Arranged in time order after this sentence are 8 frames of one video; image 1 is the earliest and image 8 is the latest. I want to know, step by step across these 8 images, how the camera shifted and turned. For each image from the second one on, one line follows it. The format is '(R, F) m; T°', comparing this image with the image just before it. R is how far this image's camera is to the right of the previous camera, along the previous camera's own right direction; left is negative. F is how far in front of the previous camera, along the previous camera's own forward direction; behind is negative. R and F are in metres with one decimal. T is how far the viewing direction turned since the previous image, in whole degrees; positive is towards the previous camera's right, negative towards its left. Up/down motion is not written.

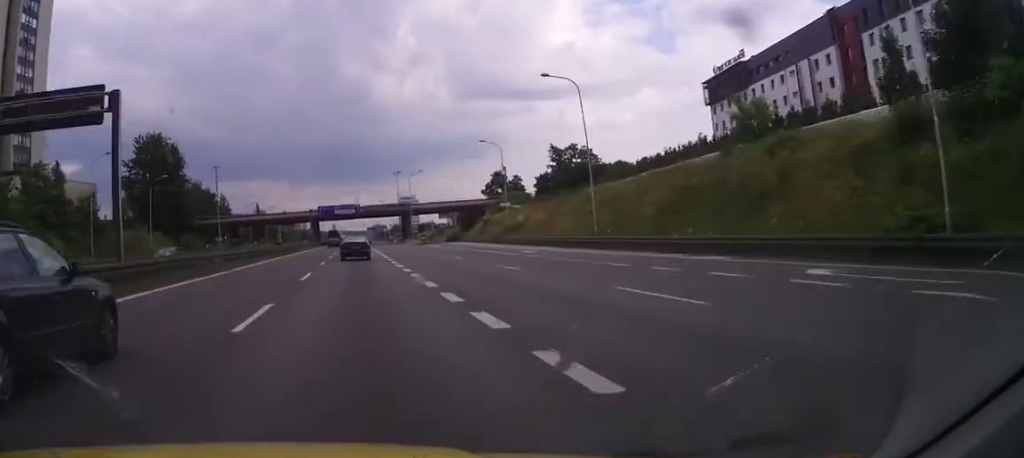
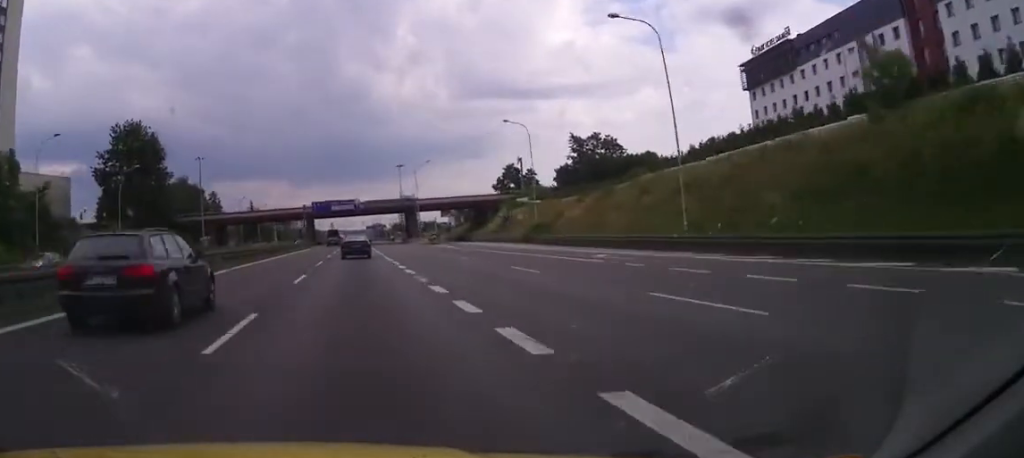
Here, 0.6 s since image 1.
(0.0, +13.1) m; 0°
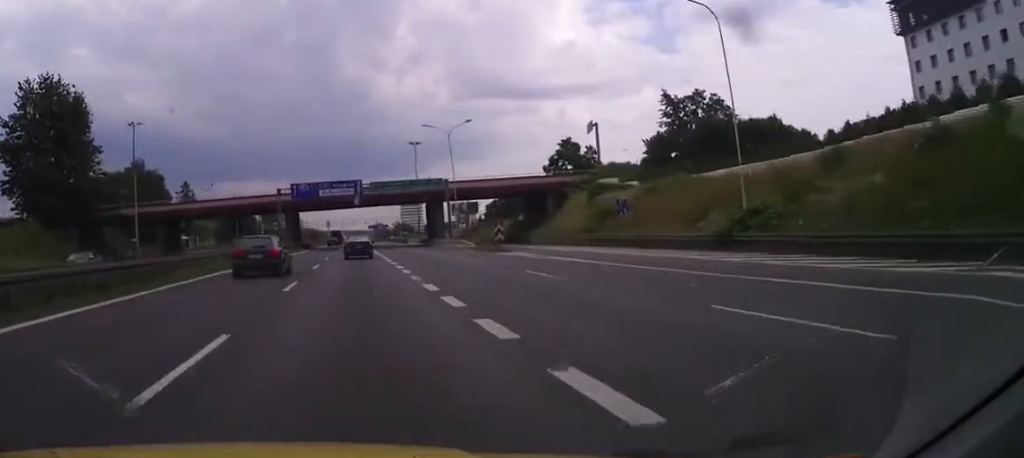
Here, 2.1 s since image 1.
(0.0, +36.0) m; 0°
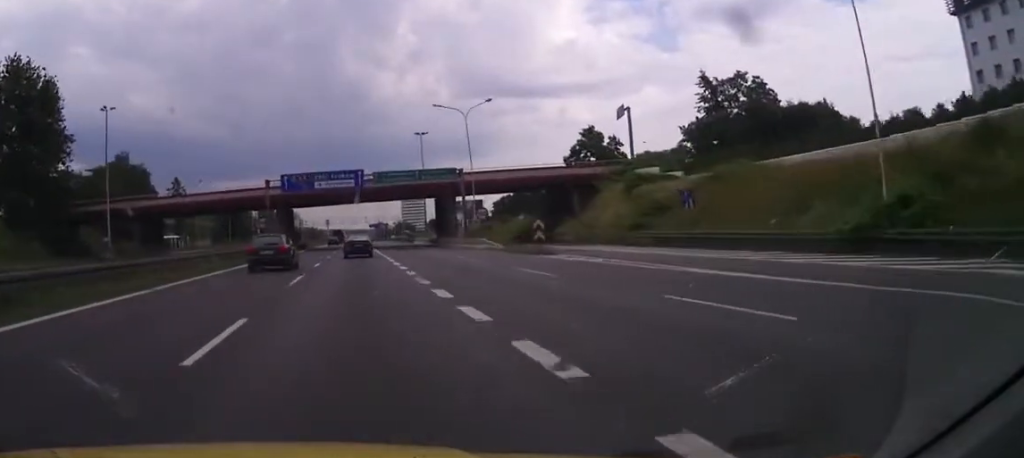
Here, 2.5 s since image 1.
(0.0, +9.7) m; +1°
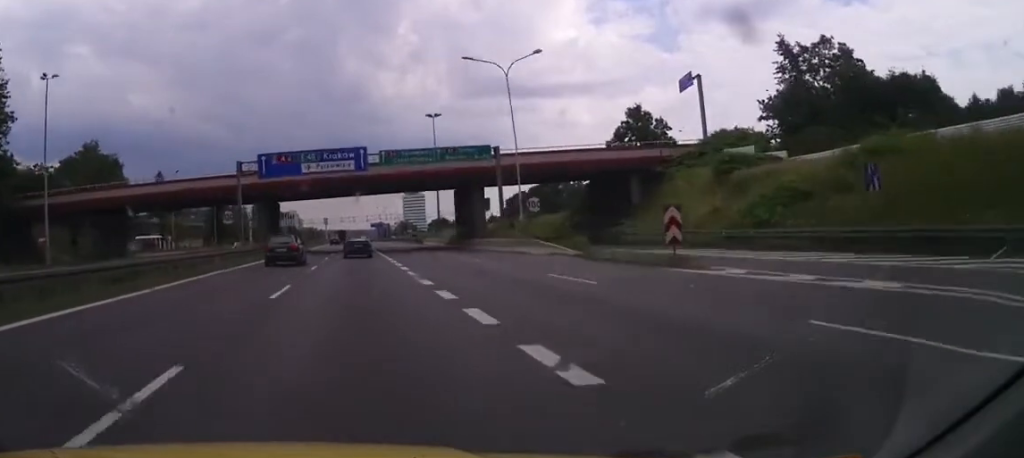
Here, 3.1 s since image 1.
(-0.1, +15.4) m; +1°
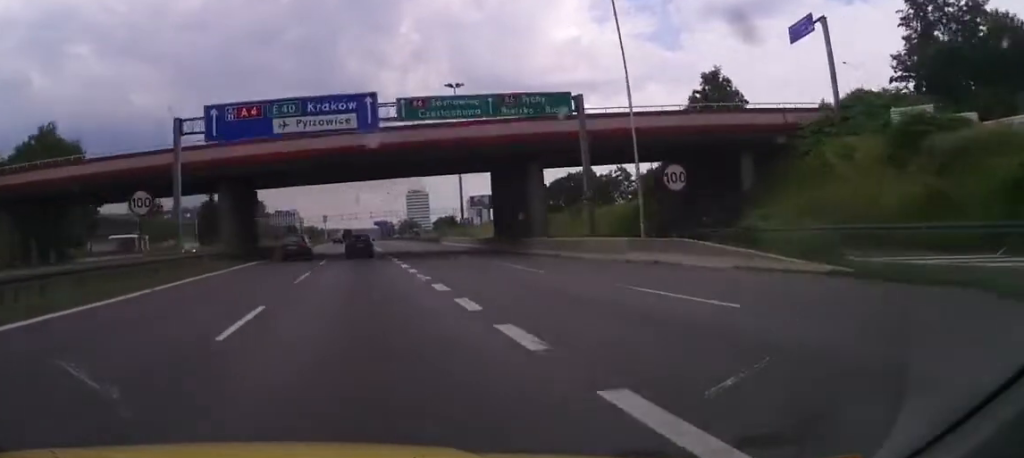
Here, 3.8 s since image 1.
(+0.4, +17.4) m; 0°
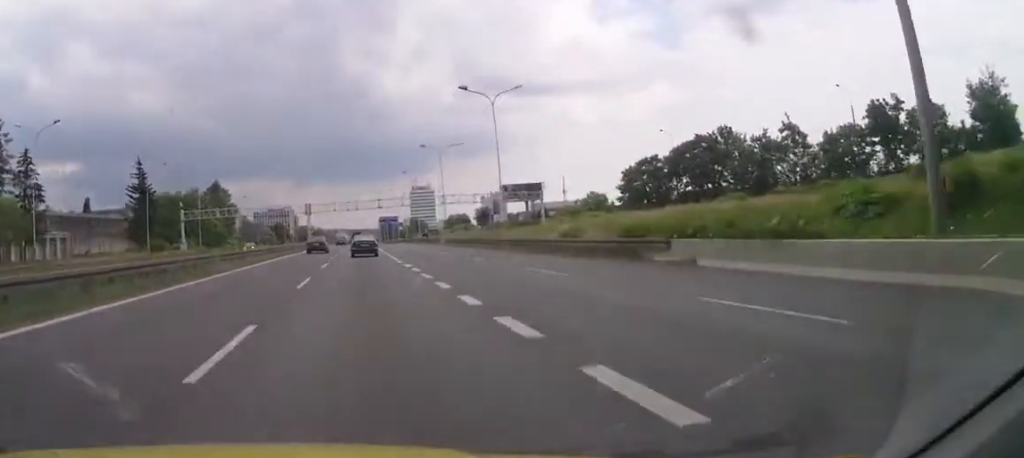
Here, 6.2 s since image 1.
(-1.3, +61.4) m; -2°
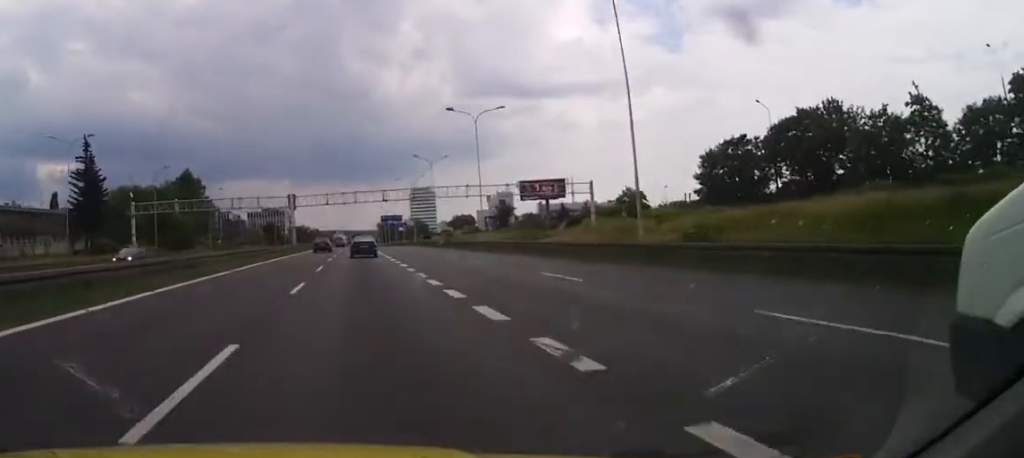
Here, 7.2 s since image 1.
(0.0, +26.2) m; 0°
